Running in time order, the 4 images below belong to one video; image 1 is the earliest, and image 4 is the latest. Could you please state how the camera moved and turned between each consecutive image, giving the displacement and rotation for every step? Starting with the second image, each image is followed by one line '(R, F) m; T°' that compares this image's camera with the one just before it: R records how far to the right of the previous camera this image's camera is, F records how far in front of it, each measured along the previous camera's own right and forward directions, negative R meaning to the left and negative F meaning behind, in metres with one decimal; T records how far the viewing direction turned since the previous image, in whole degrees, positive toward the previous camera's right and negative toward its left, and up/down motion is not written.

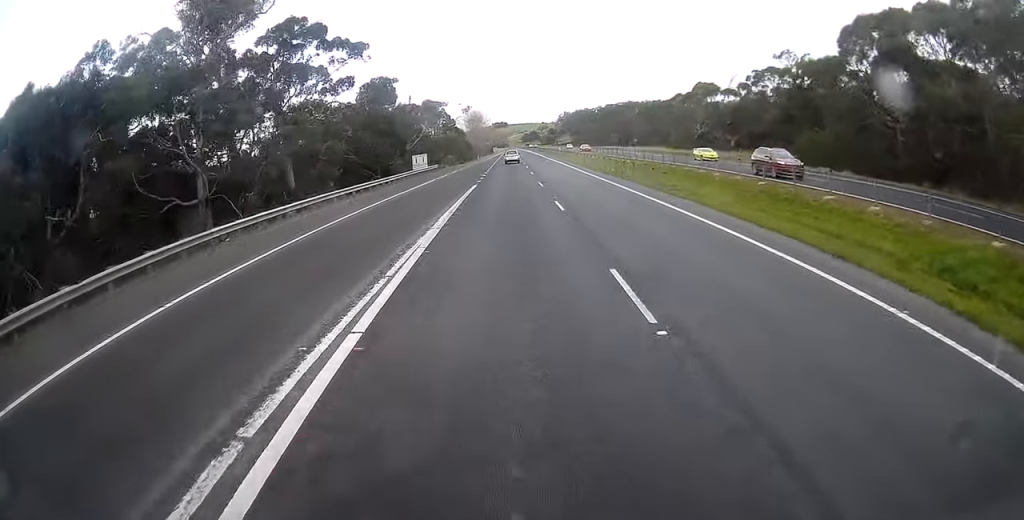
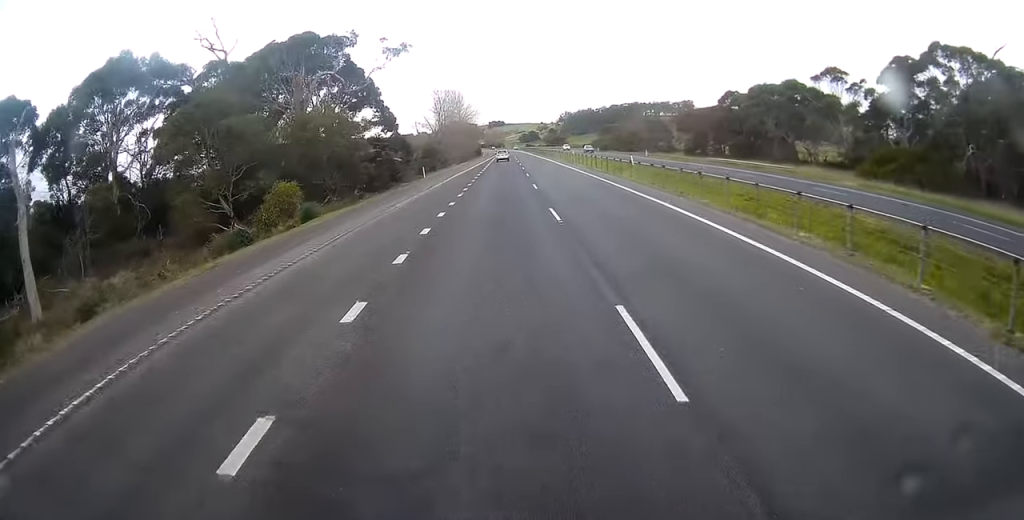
(+1.8, +86.5) m; +1°
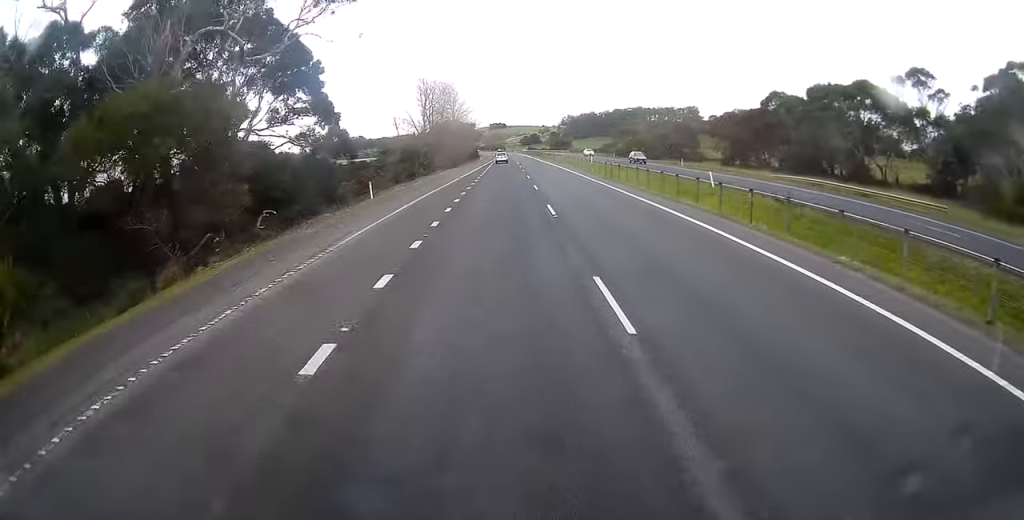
(0.0, +21.5) m; 0°
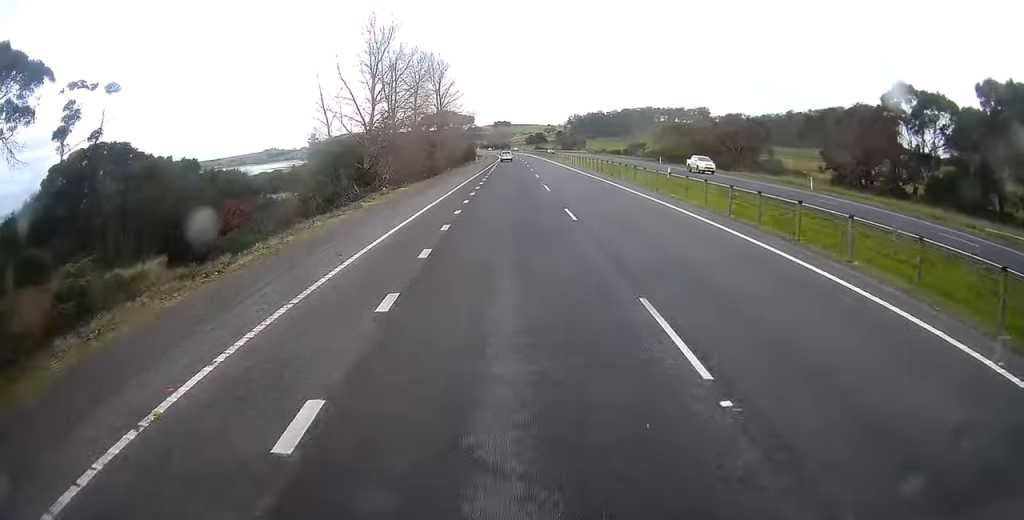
(+0.1, +37.6) m; +1°
